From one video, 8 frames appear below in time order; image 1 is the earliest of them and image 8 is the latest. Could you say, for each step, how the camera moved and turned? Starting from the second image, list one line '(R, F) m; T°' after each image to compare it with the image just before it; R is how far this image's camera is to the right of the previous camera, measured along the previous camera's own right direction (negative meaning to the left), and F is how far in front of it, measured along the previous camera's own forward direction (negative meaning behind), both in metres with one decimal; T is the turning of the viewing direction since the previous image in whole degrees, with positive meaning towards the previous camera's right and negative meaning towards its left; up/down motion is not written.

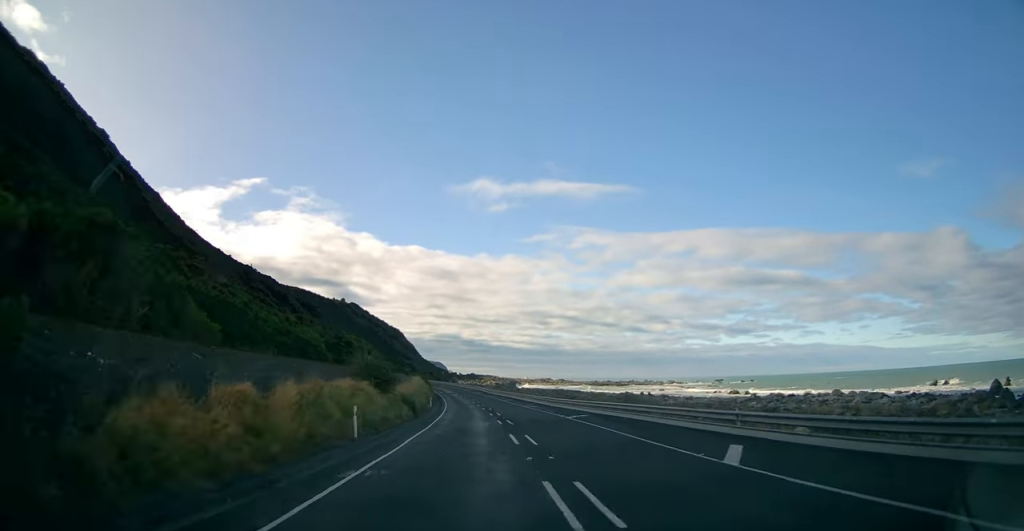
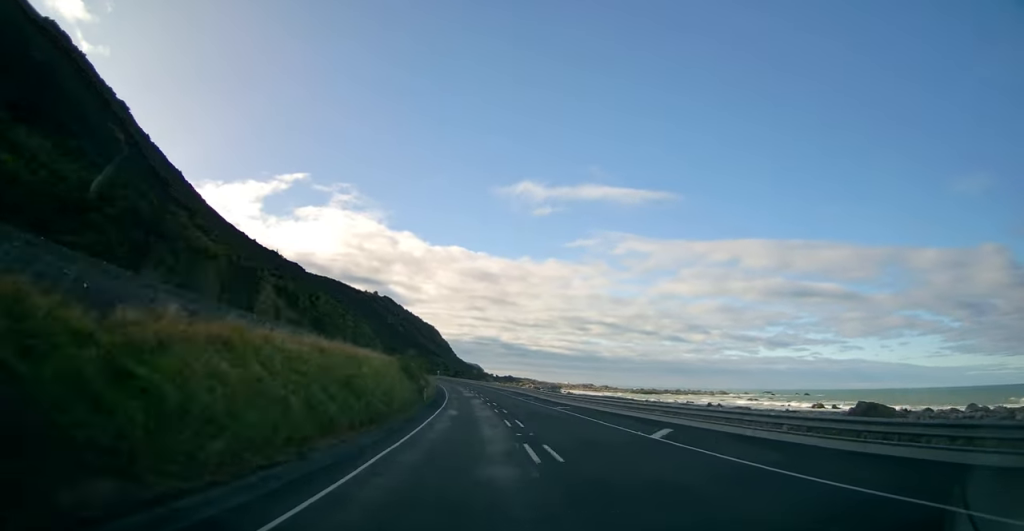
(-1.3, +53.1) m; -3°
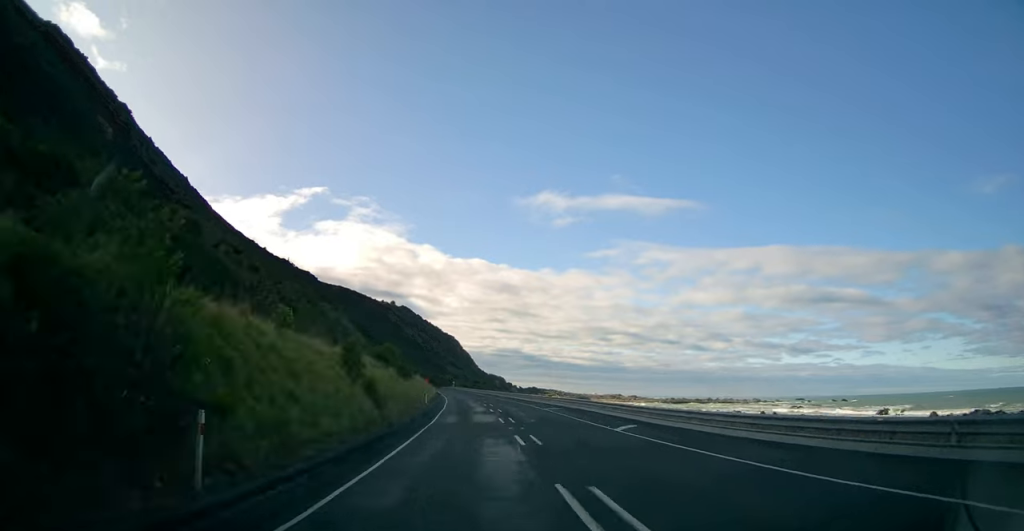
(-0.3, +34.3) m; -2°
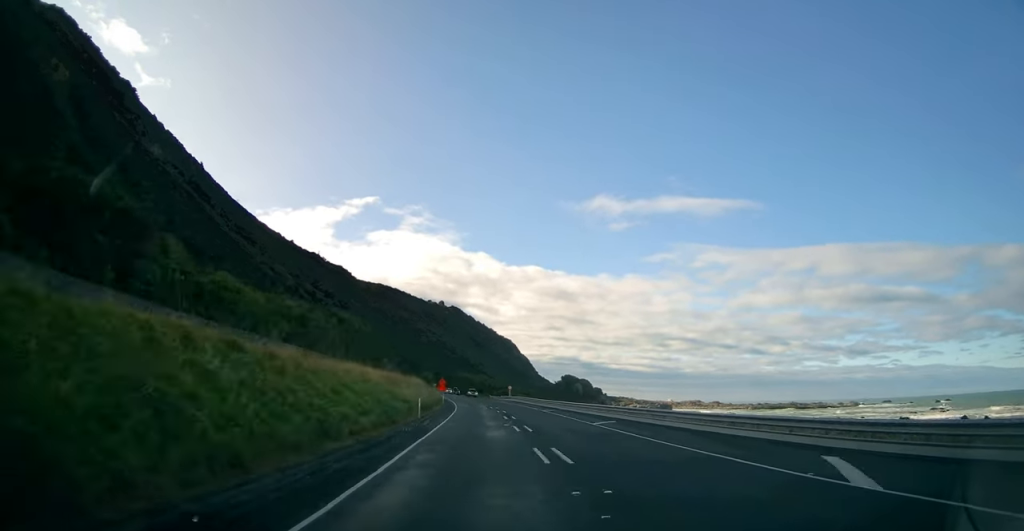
(-5.1, +89.8) m; -6°
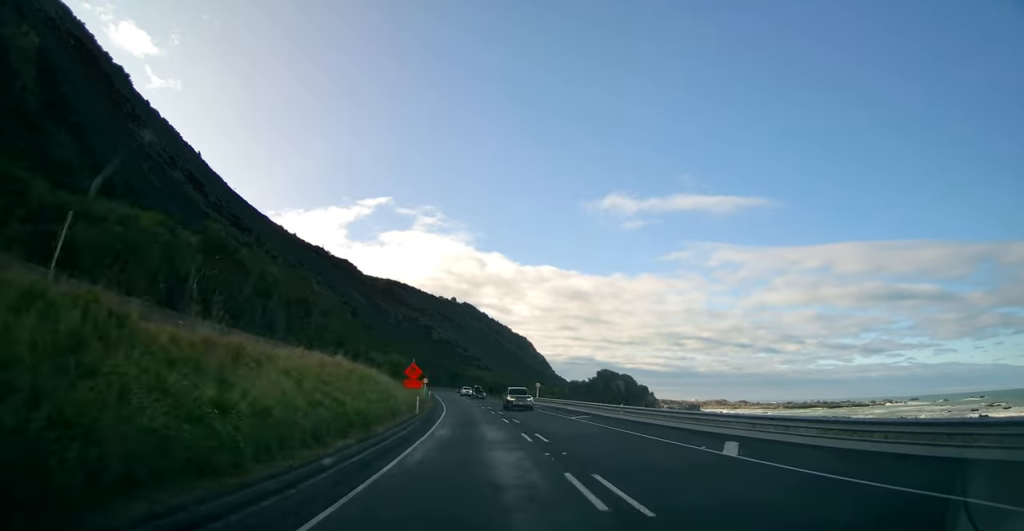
(-0.9, +34.0) m; -2°
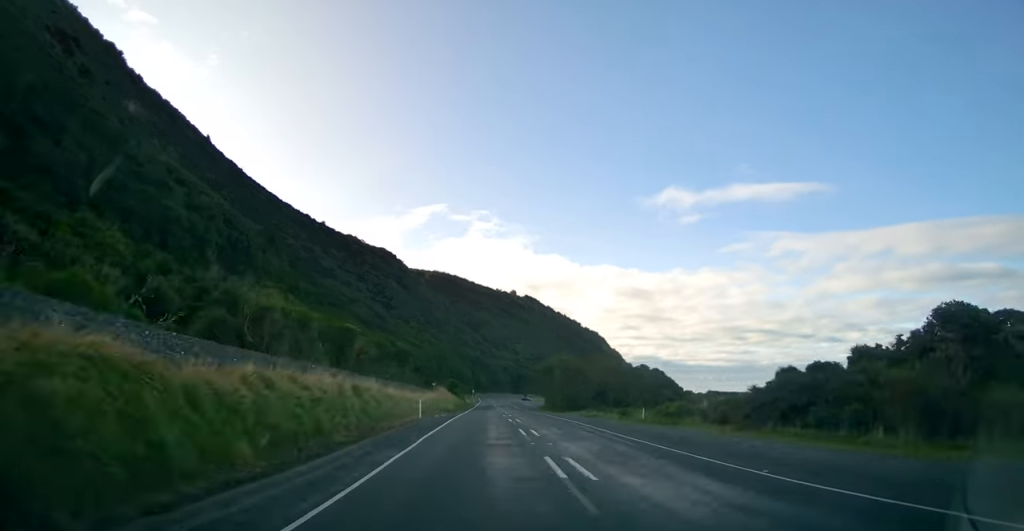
(-3.1, +88.1) m; -4°
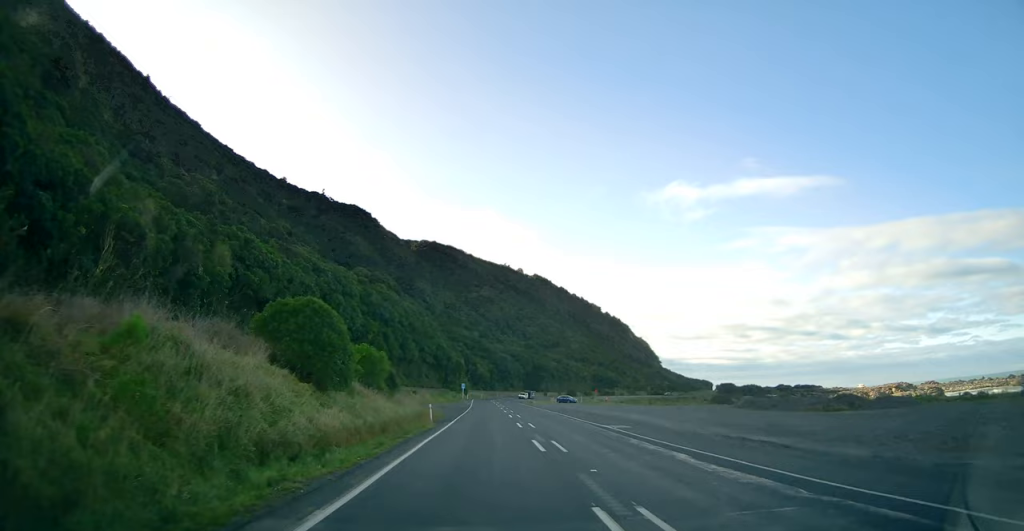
(-3.6, +106.9) m; -2°
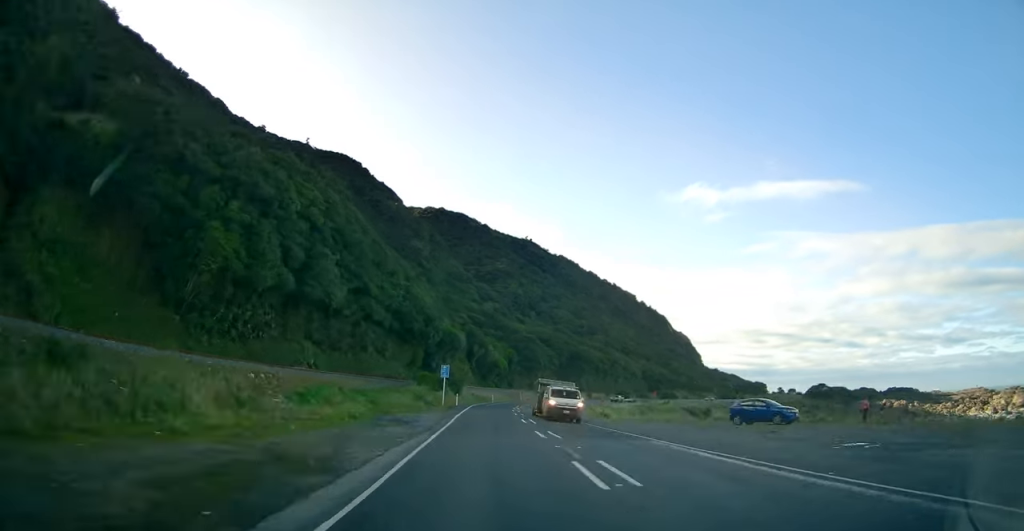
(+1.6, +74.3) m; +3°
